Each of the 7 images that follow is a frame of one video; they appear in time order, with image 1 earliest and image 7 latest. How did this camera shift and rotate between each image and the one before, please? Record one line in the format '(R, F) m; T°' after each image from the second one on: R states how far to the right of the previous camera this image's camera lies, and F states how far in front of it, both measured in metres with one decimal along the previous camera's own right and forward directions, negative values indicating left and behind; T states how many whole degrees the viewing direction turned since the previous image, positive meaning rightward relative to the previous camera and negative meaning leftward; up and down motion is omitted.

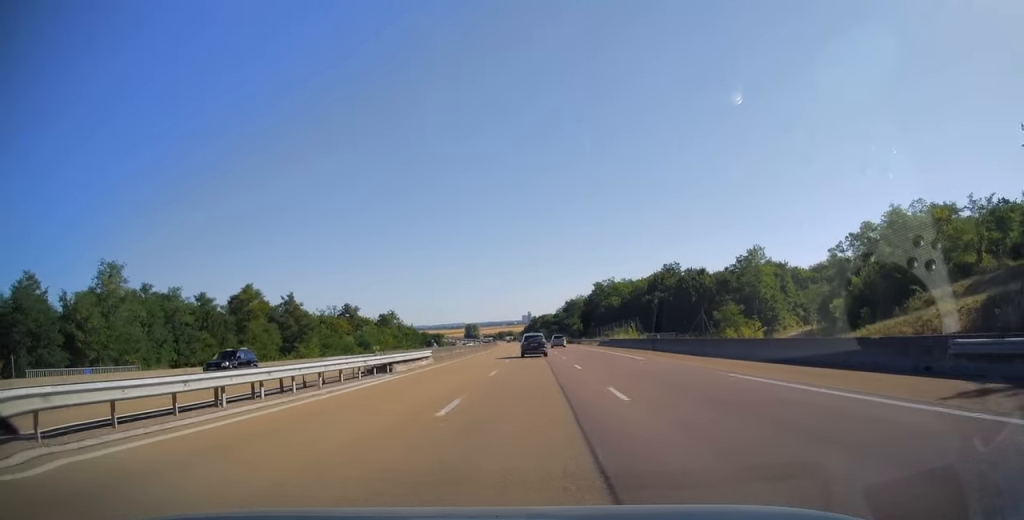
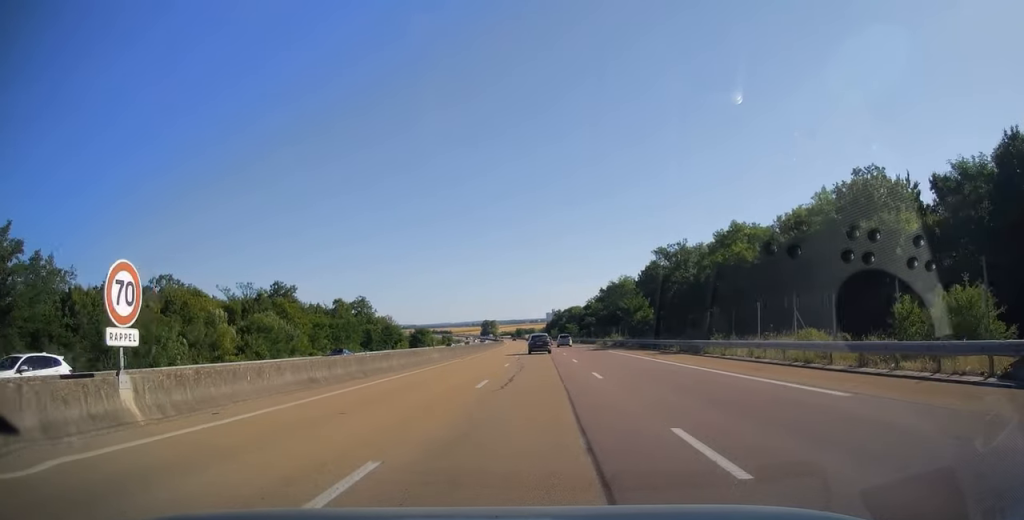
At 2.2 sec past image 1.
(-1.0, +71.3) m; -2°
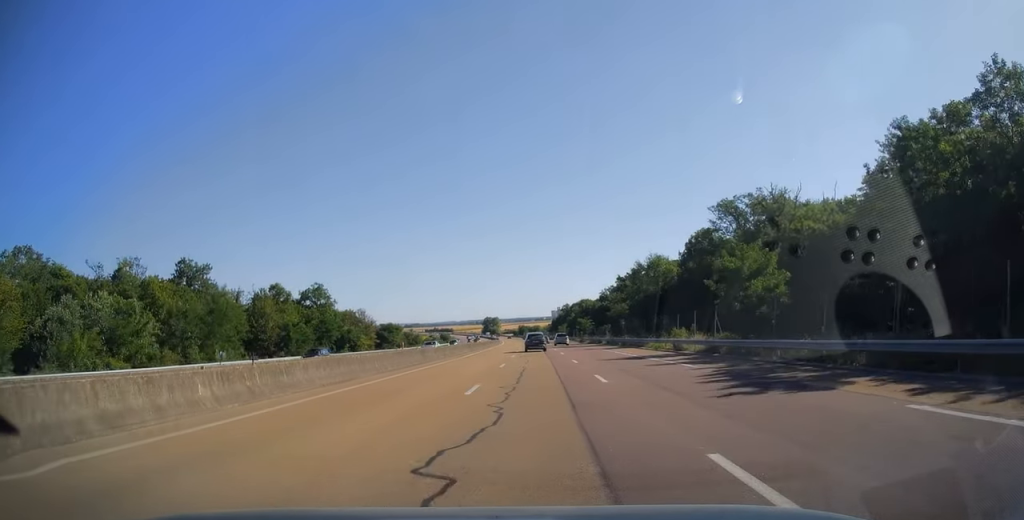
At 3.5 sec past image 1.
(-0.3, +40.6) m; -1°
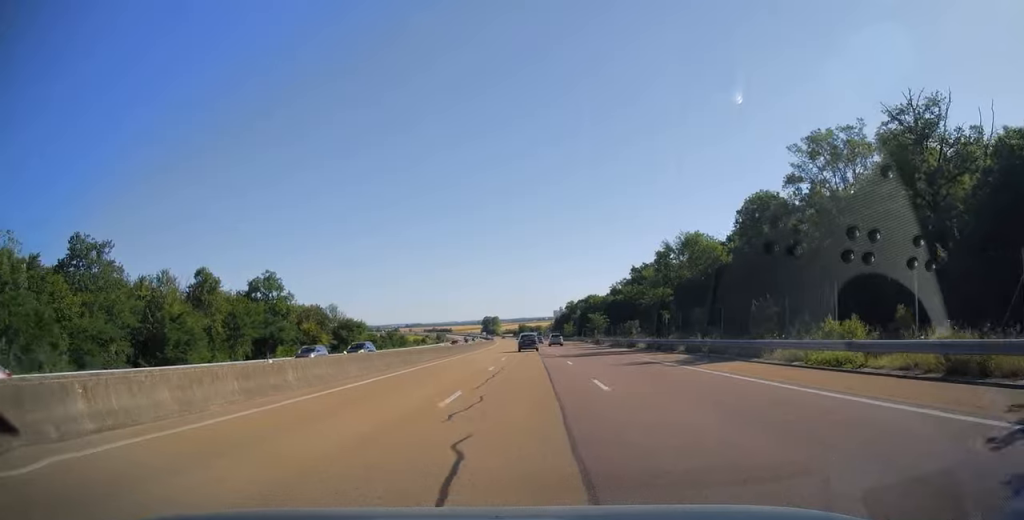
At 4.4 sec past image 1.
(-0.2, +28.0) m; -1°
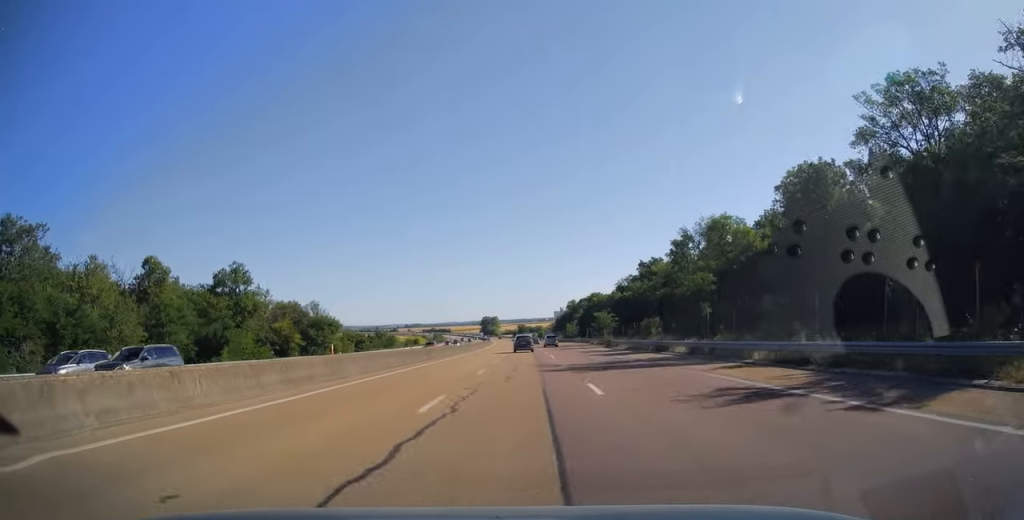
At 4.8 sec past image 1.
(0.0, +13.7) m; 0°
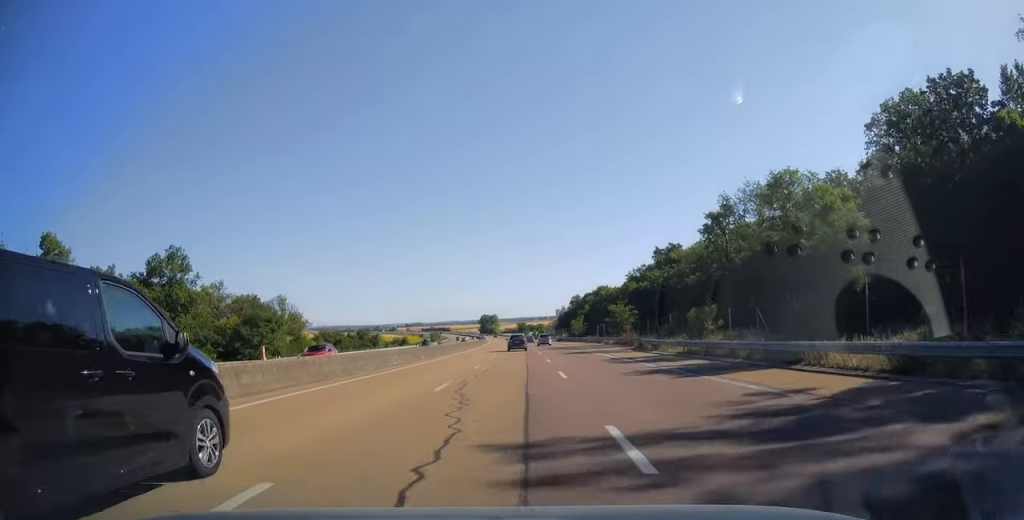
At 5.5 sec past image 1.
(0.0, +20.6) m; 0°
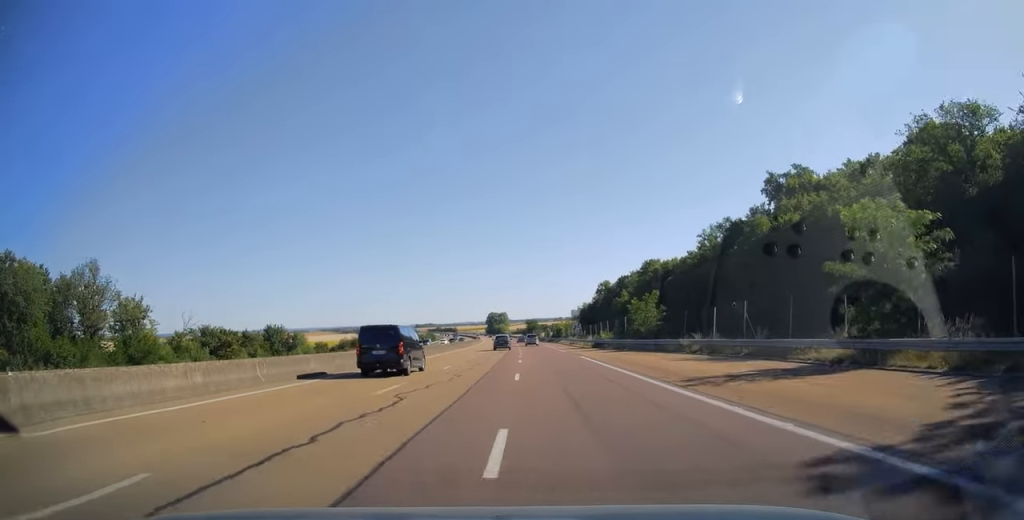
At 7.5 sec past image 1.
(-0.2, +64.4) m; -1°
